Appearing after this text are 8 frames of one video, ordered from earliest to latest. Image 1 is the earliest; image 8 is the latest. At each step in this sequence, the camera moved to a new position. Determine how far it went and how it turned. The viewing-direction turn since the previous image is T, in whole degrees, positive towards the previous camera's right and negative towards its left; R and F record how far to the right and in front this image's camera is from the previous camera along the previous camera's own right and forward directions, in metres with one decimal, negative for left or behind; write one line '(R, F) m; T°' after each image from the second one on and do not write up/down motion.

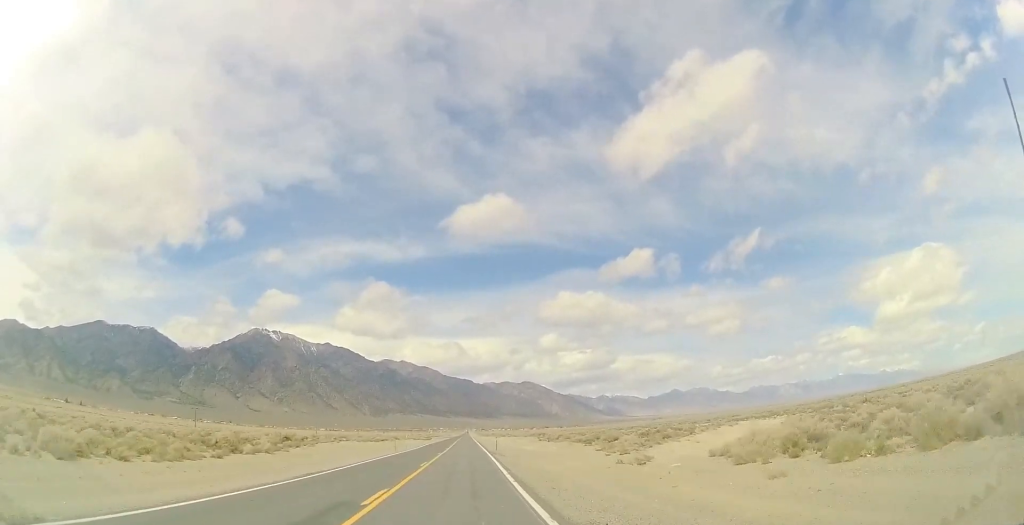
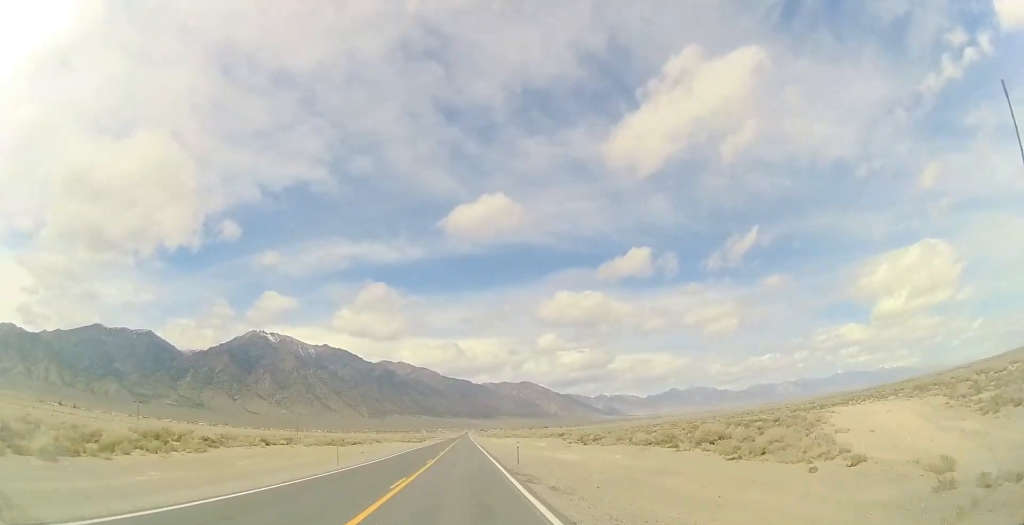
(-0.5, +23.3) m; 0°
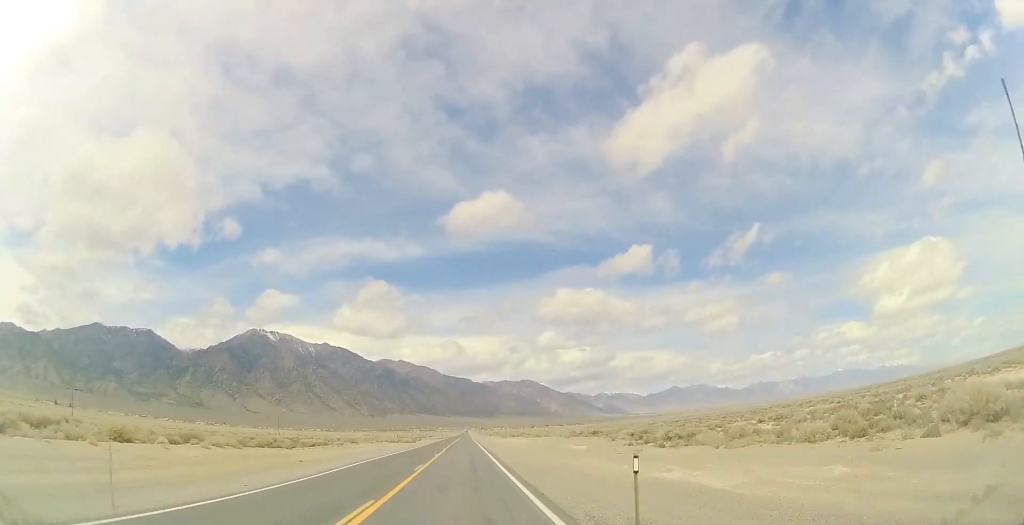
(+0.4, +20.2) m; 0°
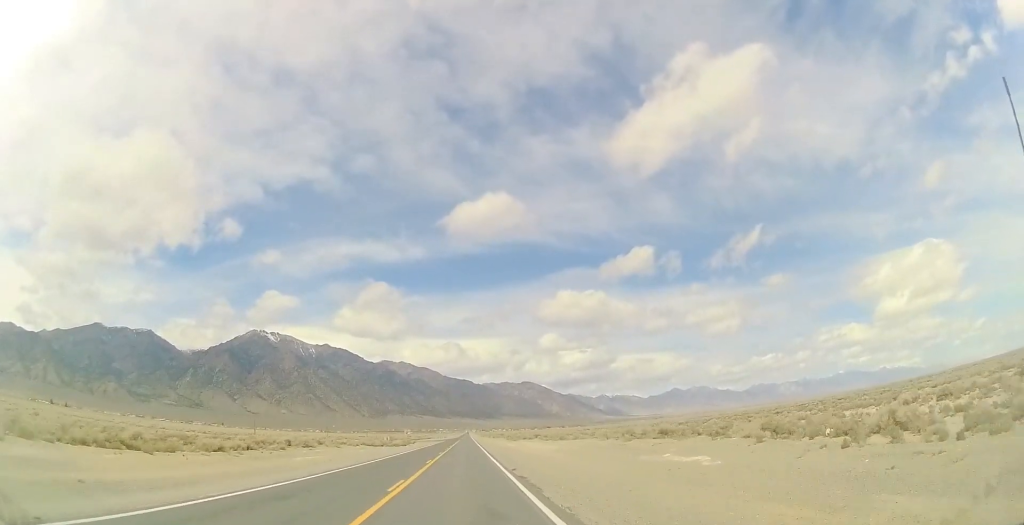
(+0.1, +21.3) m; 0°
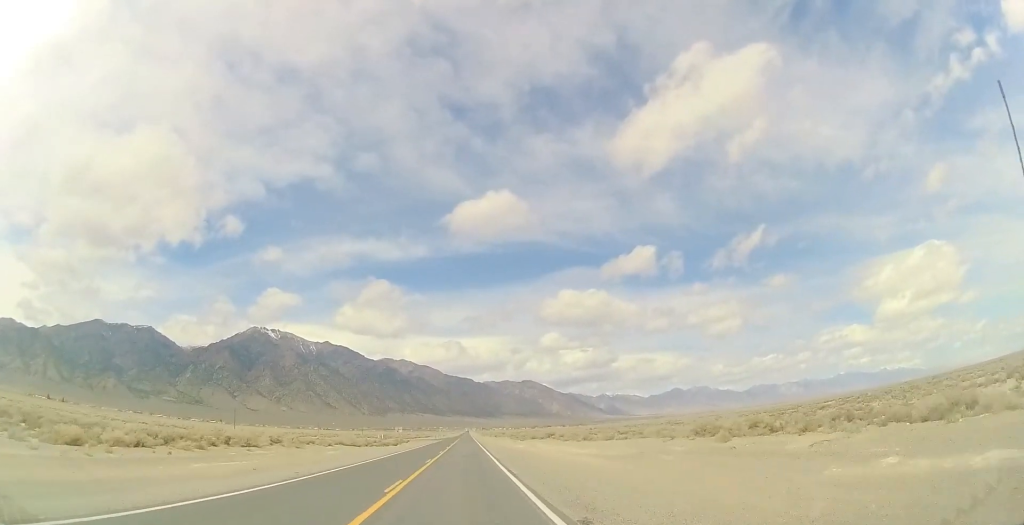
(-0.1, +14.2) m; 0°
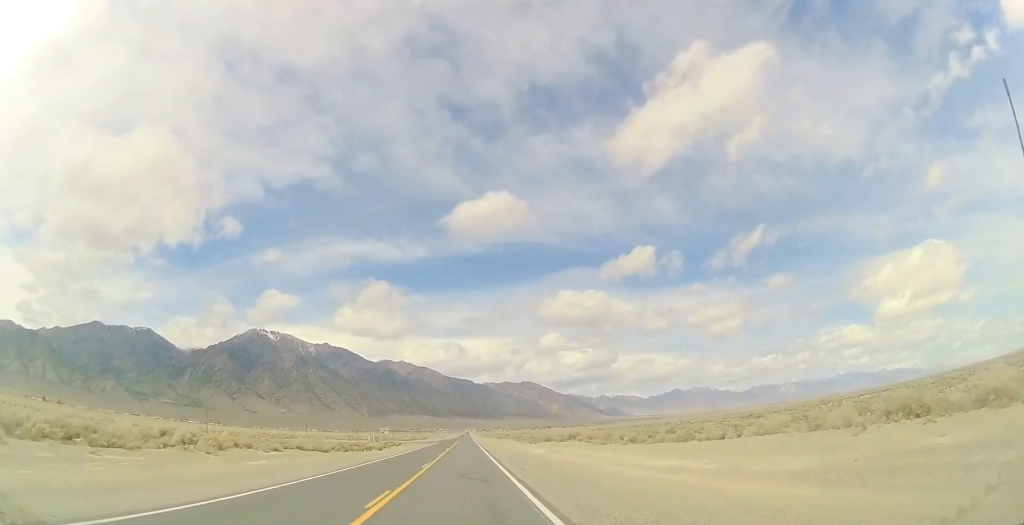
(-0.1, +16.2) m; 0°
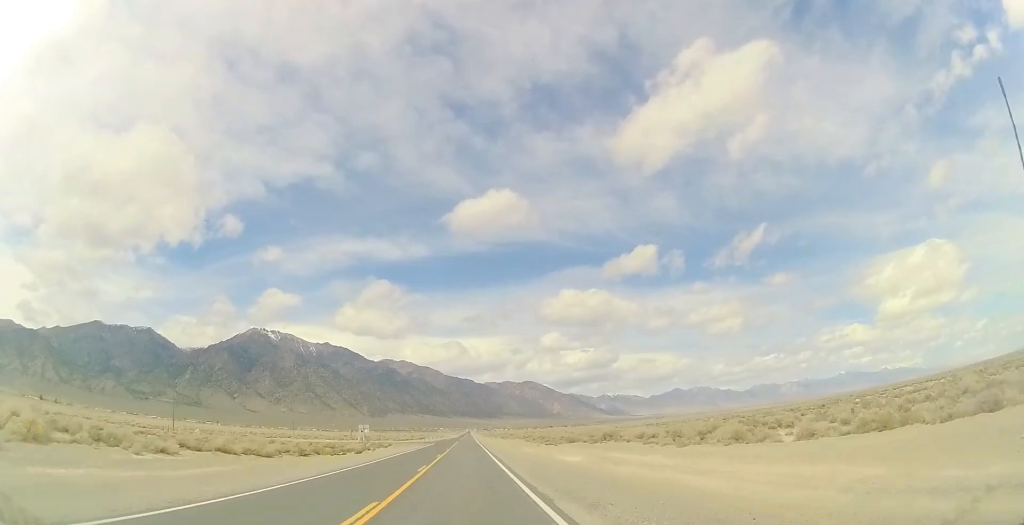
(0.0, +16.2) m; 0°
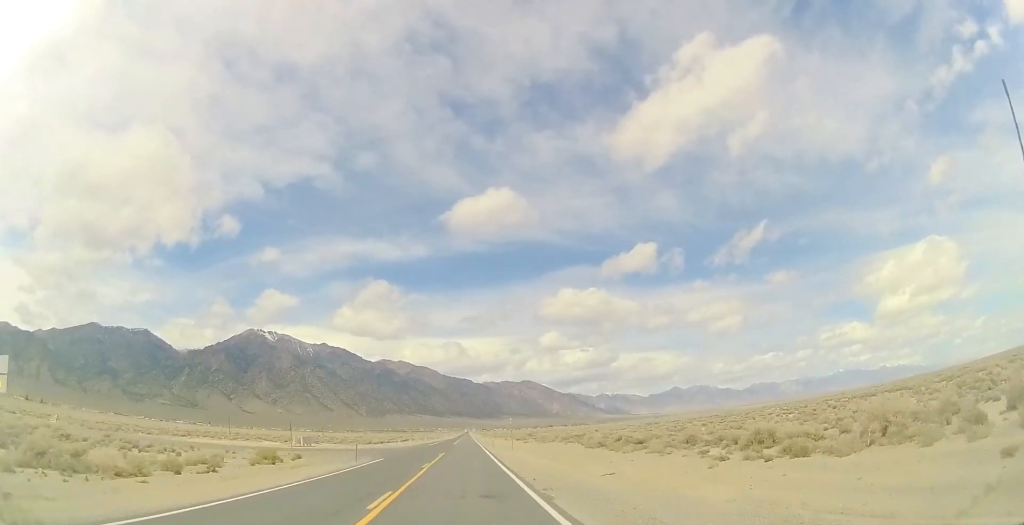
(-0.1, +52.0) m; 0°
